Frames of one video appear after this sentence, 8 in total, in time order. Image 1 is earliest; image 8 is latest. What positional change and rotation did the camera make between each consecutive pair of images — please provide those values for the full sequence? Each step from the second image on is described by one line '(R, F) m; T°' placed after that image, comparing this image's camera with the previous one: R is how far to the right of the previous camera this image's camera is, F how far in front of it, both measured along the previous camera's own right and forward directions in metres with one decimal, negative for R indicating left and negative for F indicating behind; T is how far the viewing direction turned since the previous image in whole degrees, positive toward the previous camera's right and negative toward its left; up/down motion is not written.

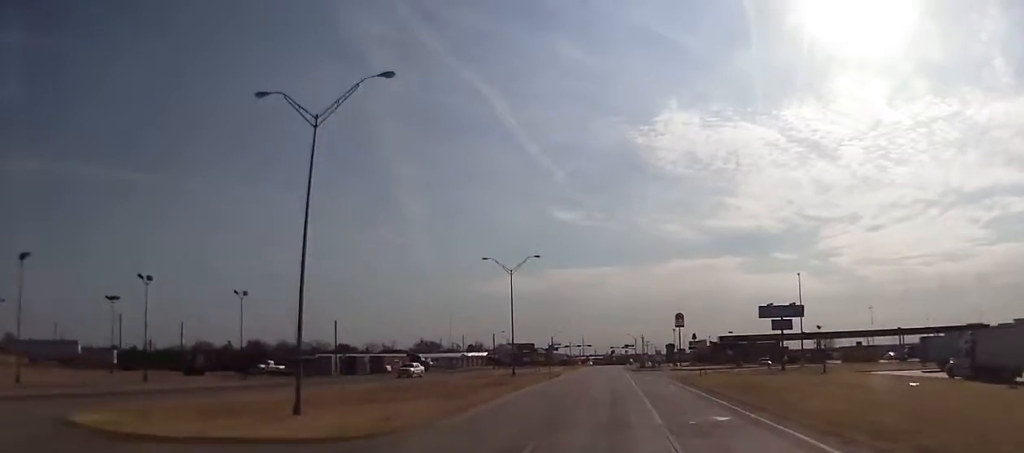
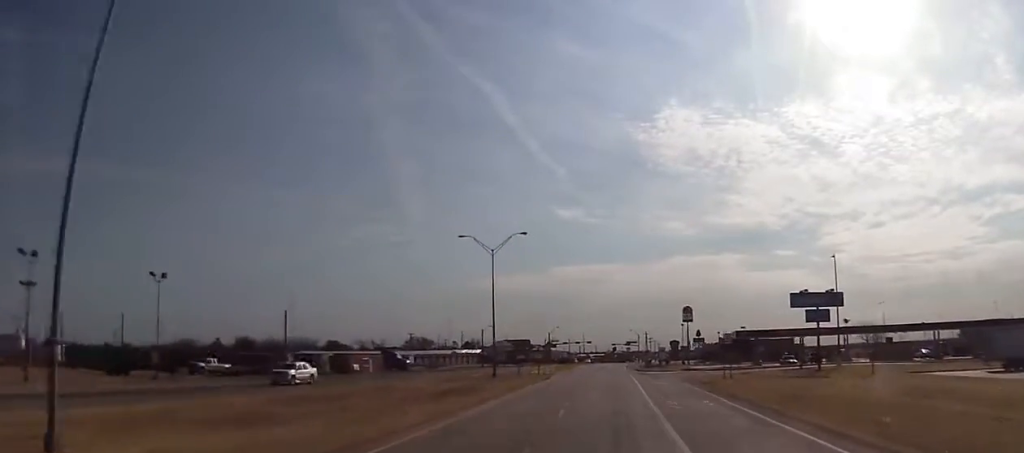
(+0.1, +15.4) m; 0°
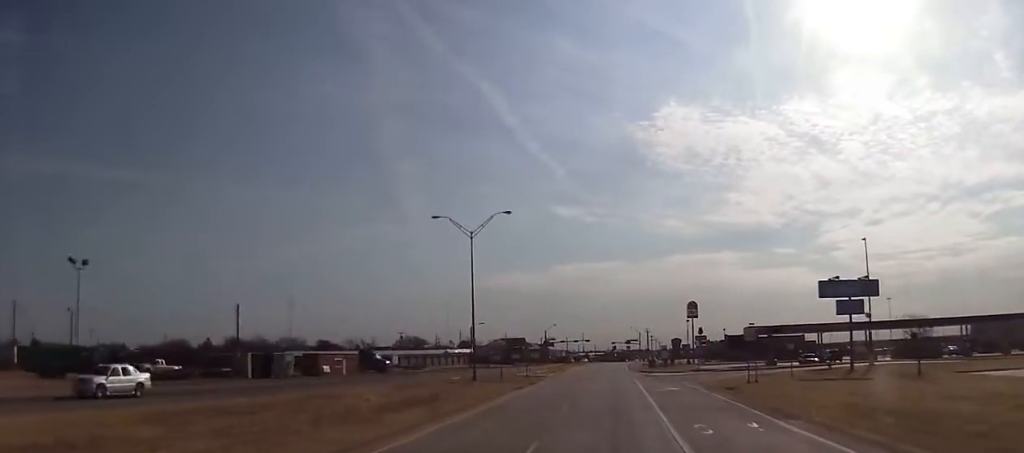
(-0.1, +10.6) m; -1°
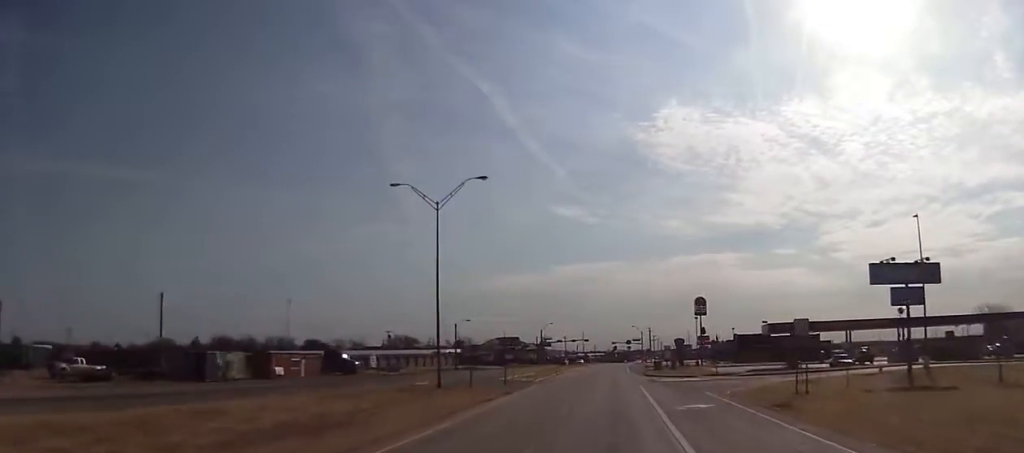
(-0.2, +13.0) m; 0°
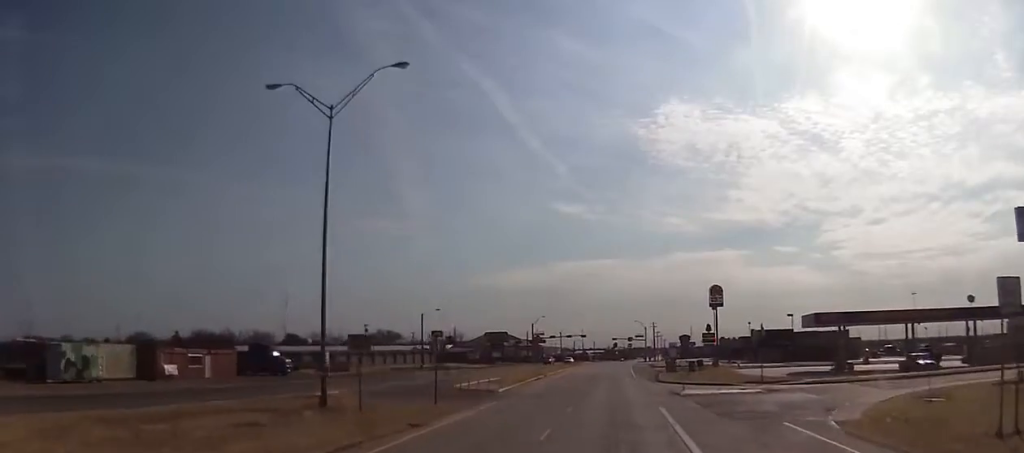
(+0.3, +20.5) m; +2°
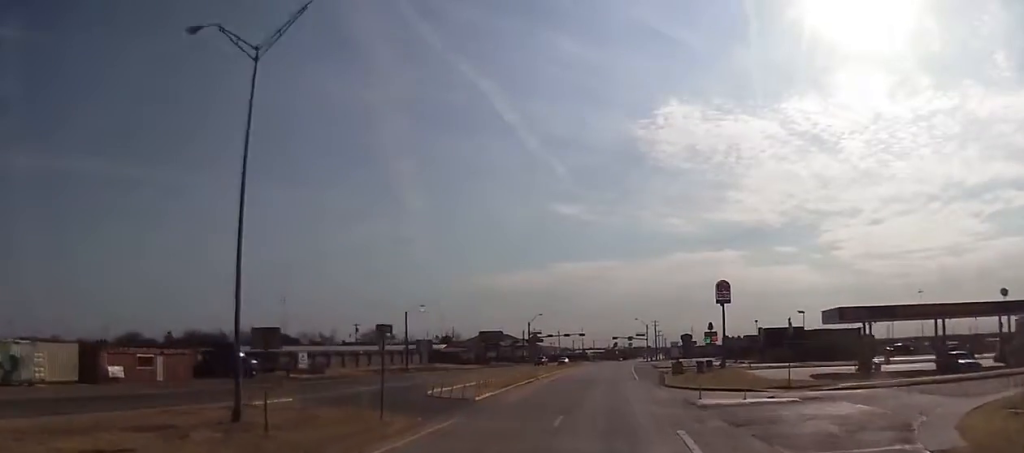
(+0.1, +7.4) m; +1°
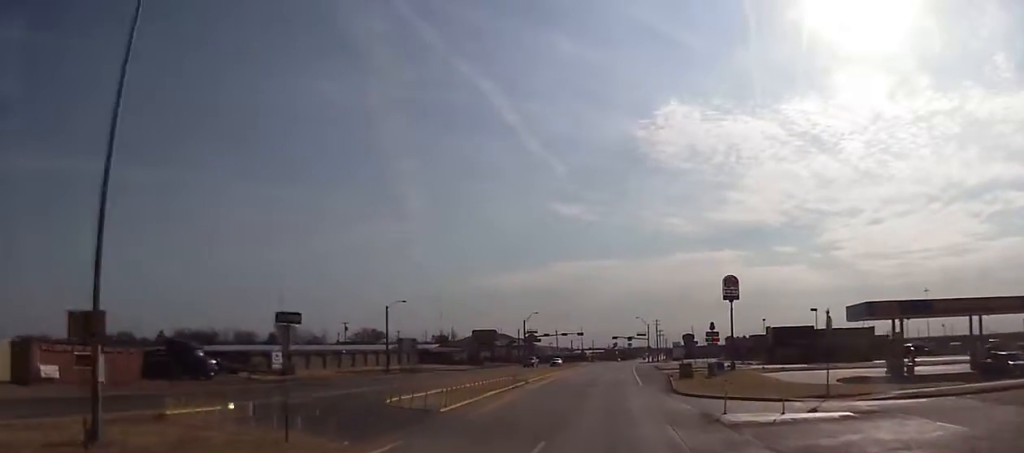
(+0.1, +7.4) m; -1°
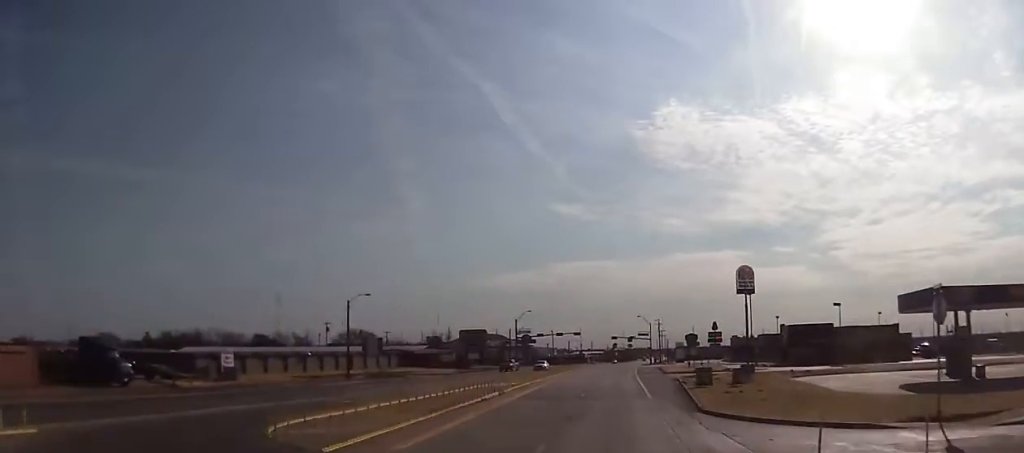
(-0.1, +11.7) m; -1°
